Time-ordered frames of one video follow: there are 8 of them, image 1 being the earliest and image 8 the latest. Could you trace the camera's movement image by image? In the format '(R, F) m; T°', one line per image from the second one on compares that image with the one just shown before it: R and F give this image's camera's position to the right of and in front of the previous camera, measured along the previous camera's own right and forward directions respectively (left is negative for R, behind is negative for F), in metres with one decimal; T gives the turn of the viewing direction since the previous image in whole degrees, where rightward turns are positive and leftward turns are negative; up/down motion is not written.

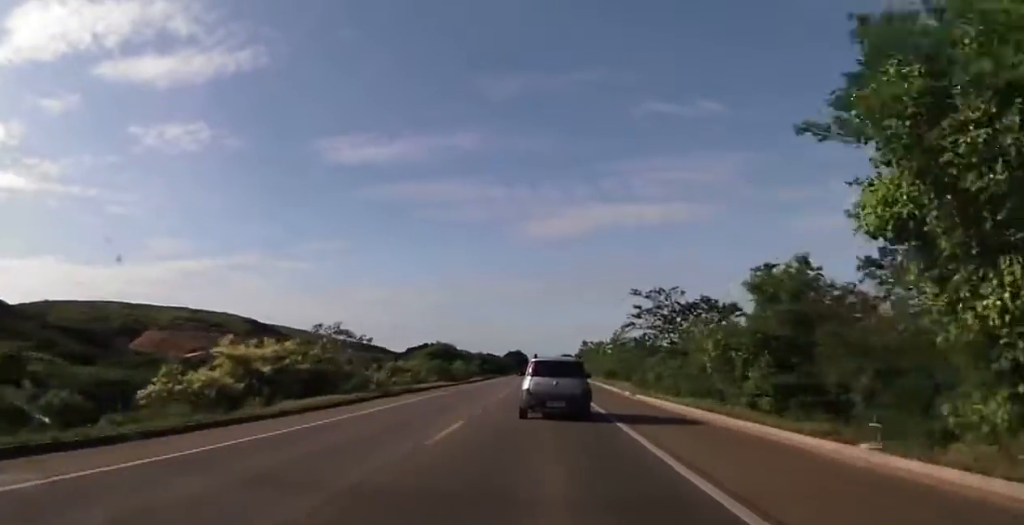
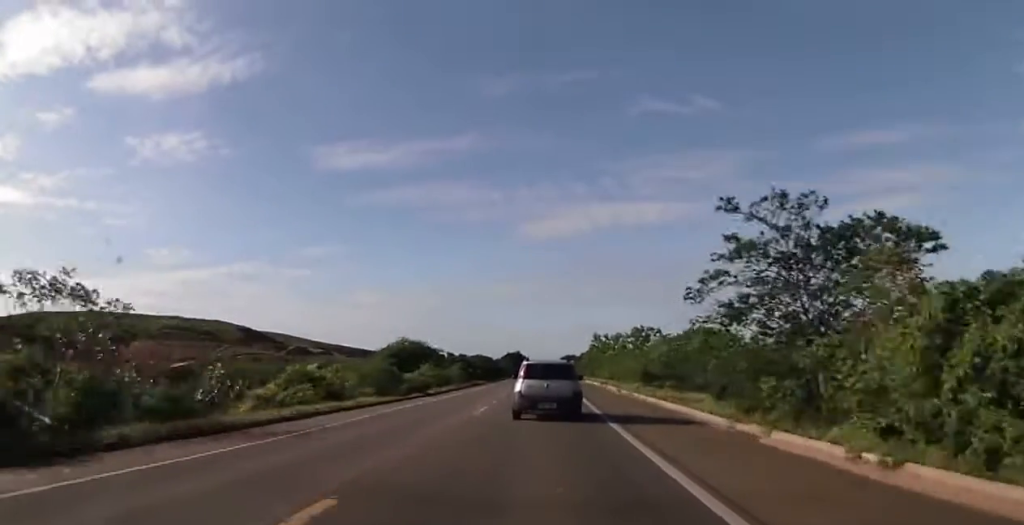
(-0.1, +24.1) m; 0°
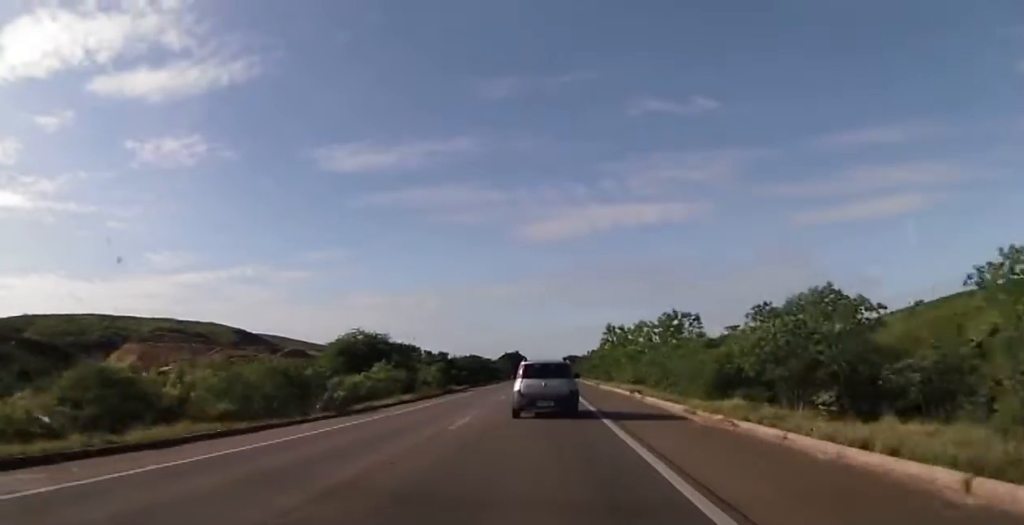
(0.0, +17.7) m; 0°
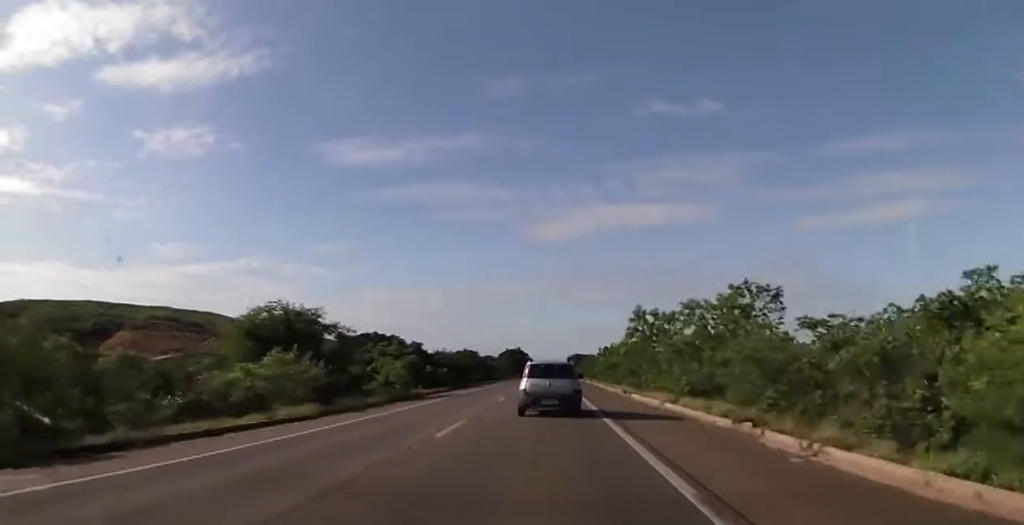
(+0.1, +17.2) m; 0°
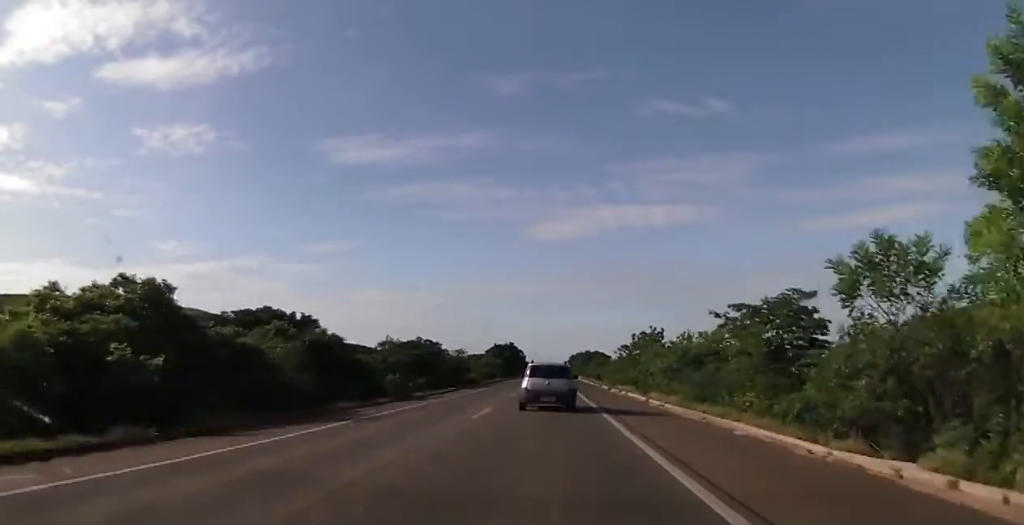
(-0.4, +37.0) m; -1°
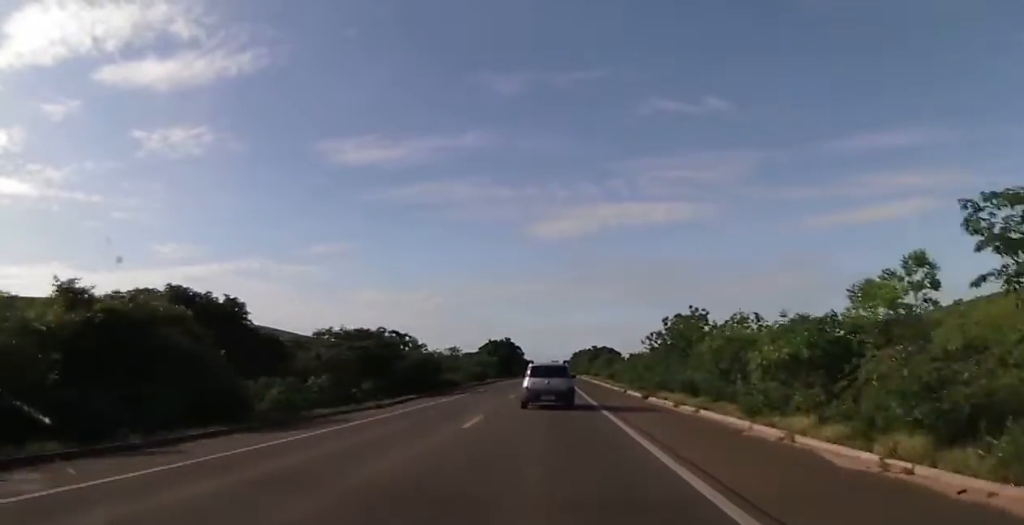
(-0.1, +17.2) m; 0°
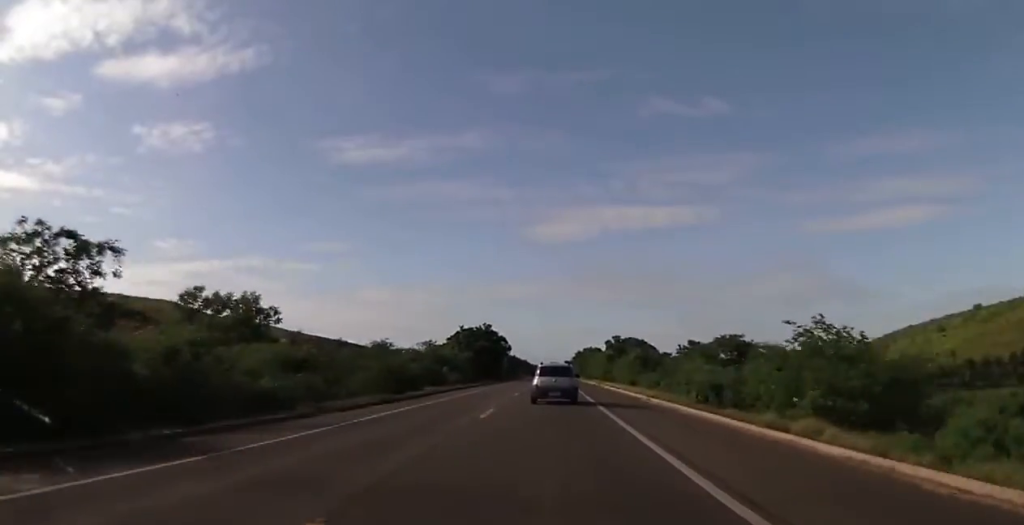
(+0.4, +47.5) m; +1°
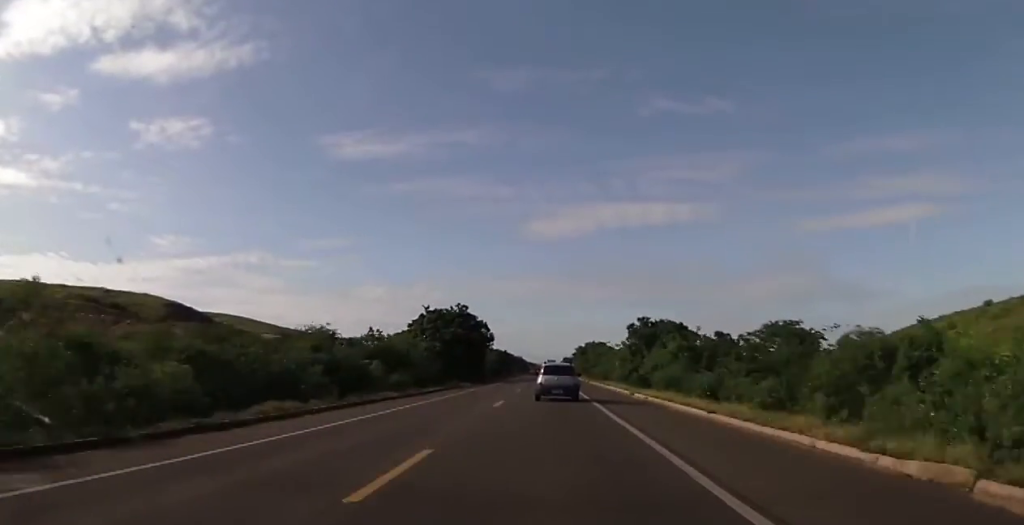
(-0.1, +30.7) m; 0°
